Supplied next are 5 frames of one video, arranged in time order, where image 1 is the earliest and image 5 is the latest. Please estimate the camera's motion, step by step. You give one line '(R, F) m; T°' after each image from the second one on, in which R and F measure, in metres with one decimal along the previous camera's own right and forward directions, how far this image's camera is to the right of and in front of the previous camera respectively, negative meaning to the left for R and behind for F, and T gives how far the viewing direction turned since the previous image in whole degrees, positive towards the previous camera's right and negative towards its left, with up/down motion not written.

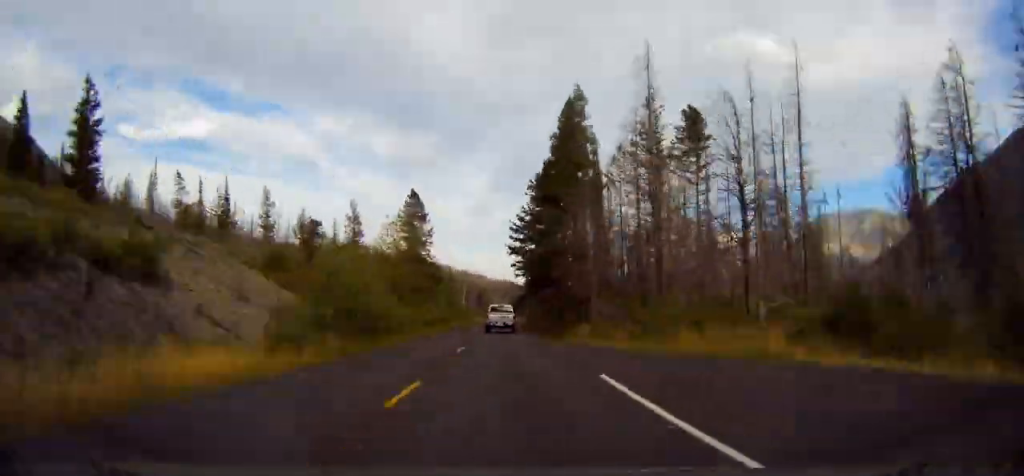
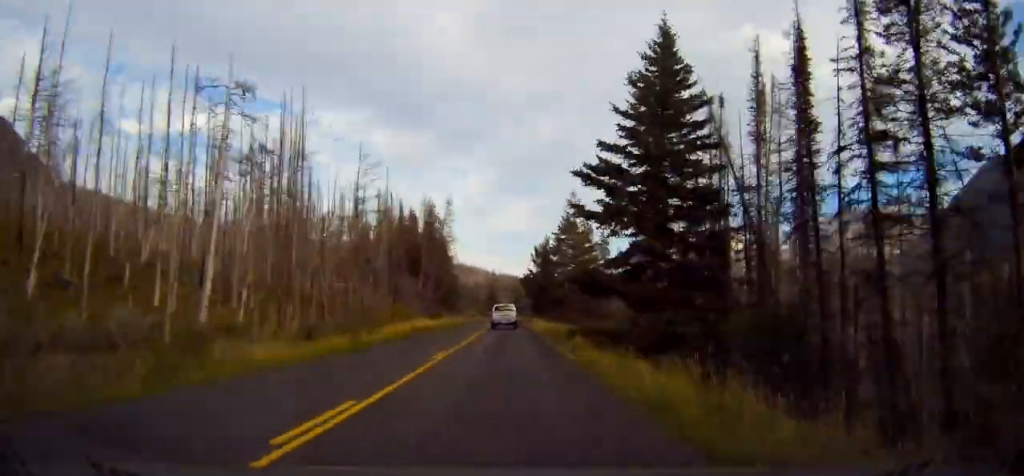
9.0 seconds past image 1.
(-0.6, +167.3) m; -12°
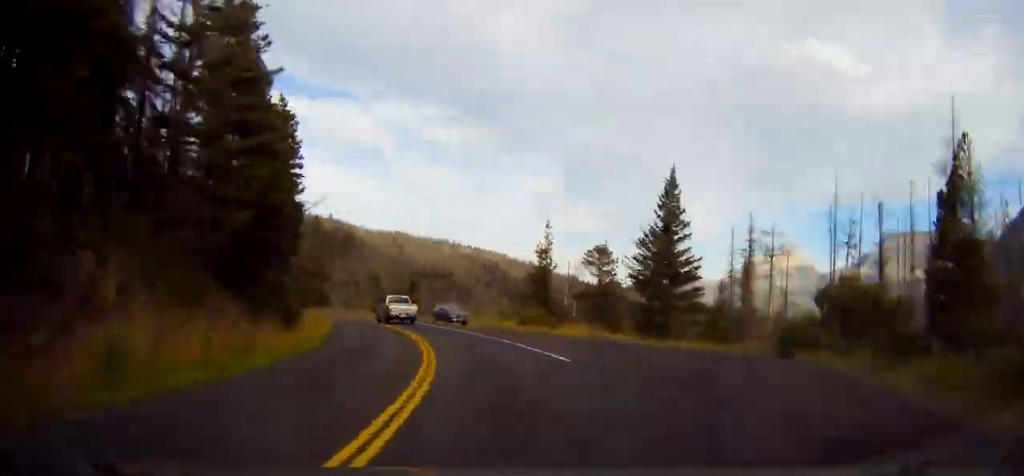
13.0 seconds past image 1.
(-13.2, +70.3) m; -16°
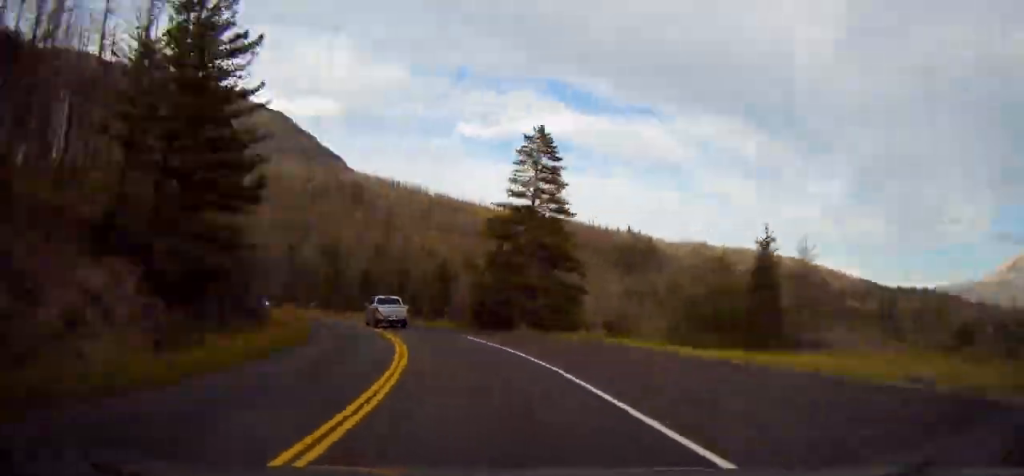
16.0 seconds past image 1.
(-1.9, +52.3) m; -10°
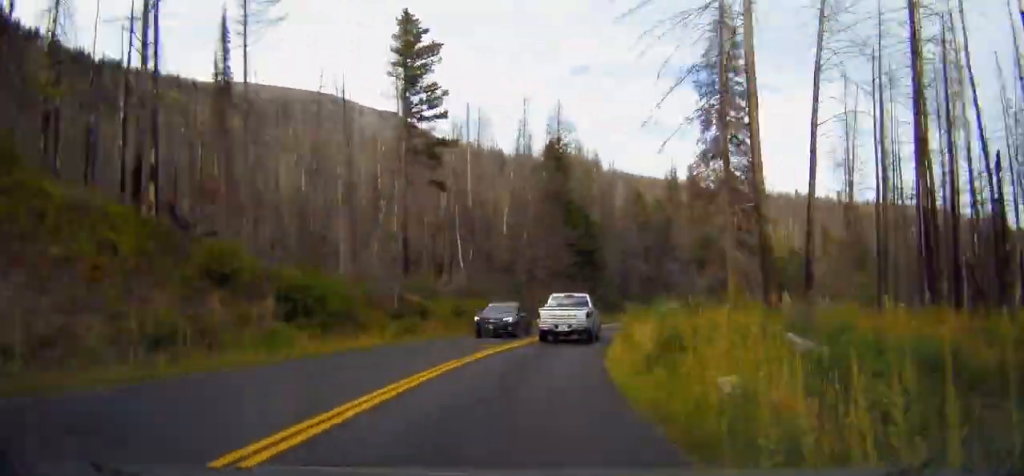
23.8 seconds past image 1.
(-9.1, +124.2) m; +18°
